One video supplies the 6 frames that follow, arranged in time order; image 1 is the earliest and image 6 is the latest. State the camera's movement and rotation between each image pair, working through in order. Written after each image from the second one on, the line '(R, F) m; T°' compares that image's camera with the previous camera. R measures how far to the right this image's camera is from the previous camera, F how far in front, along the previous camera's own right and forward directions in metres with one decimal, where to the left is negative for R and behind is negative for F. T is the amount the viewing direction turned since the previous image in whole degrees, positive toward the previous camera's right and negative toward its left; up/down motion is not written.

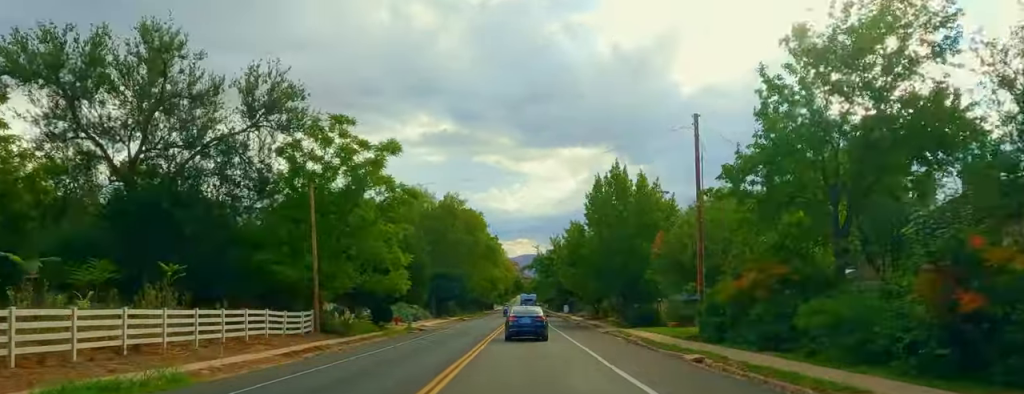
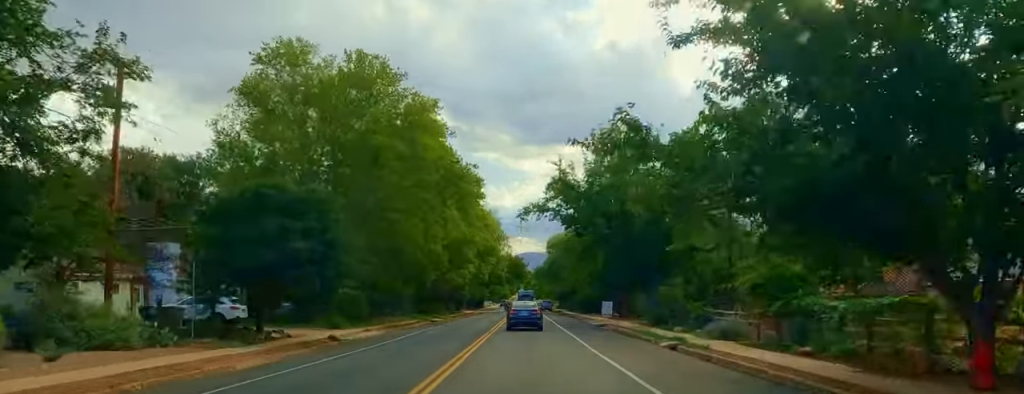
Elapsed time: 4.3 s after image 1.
(-0.1, +67.7) m; 0°
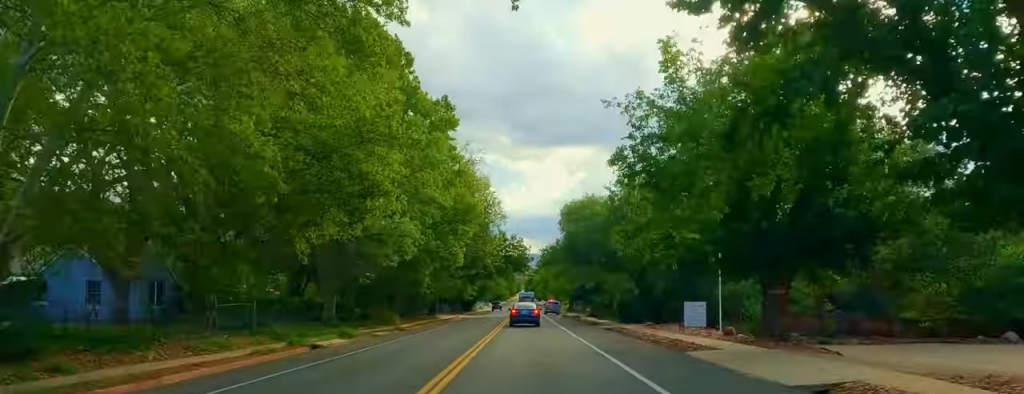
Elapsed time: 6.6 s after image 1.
(+0.3, +36.4) m; +2°
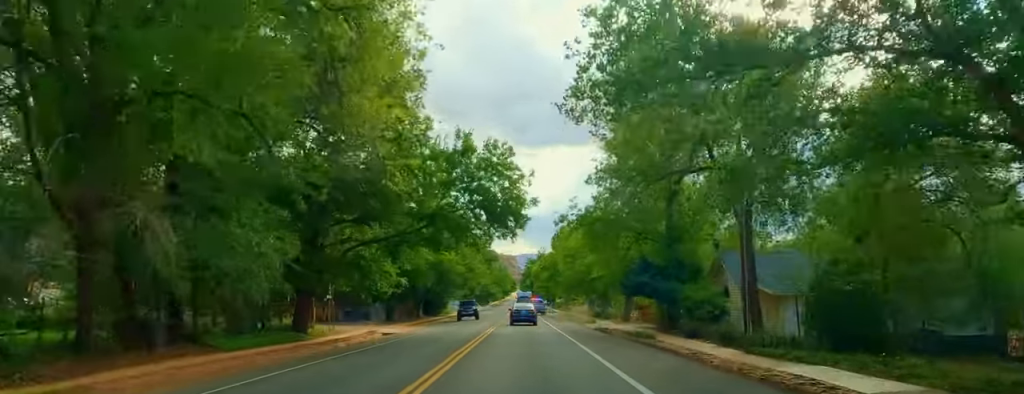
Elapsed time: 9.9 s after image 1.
(+0.8, +48.1) m; 0°
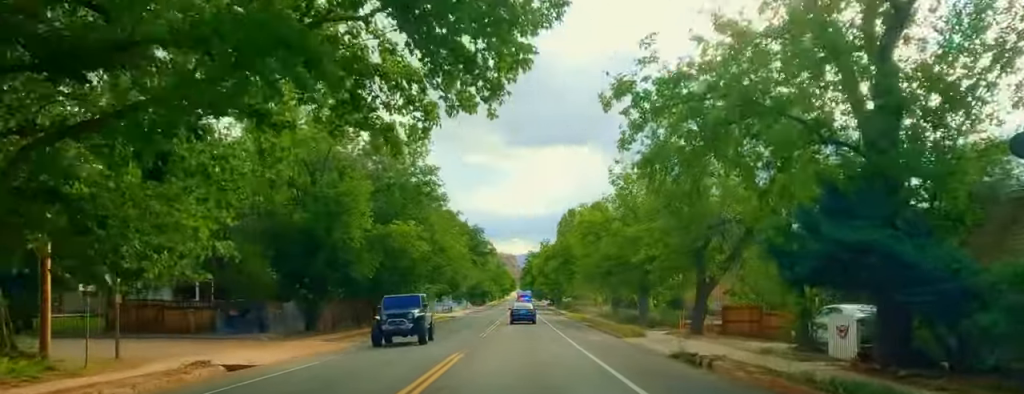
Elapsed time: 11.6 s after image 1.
(0.0, +23.4) m; -2°
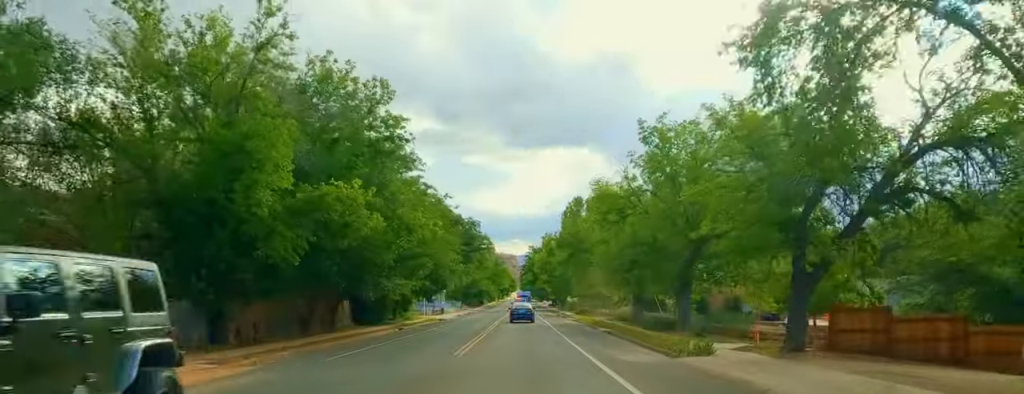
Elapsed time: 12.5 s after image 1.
(-0.7, +12.1) m; 0°
